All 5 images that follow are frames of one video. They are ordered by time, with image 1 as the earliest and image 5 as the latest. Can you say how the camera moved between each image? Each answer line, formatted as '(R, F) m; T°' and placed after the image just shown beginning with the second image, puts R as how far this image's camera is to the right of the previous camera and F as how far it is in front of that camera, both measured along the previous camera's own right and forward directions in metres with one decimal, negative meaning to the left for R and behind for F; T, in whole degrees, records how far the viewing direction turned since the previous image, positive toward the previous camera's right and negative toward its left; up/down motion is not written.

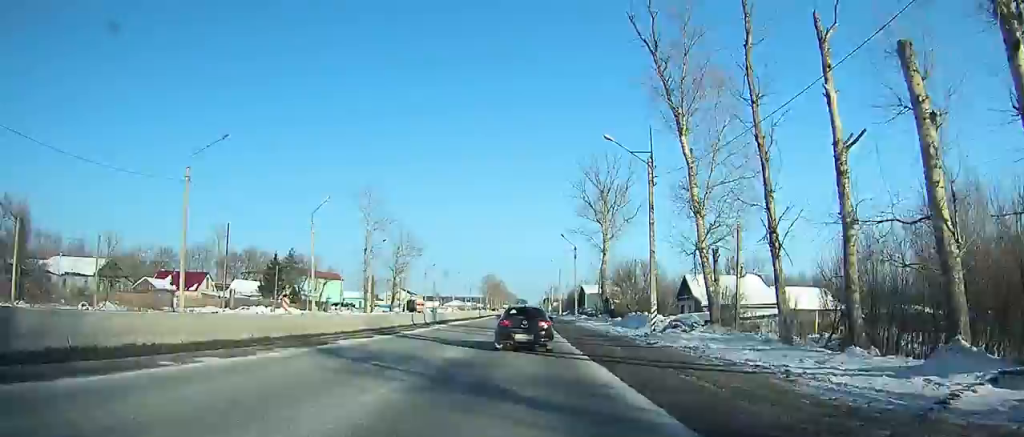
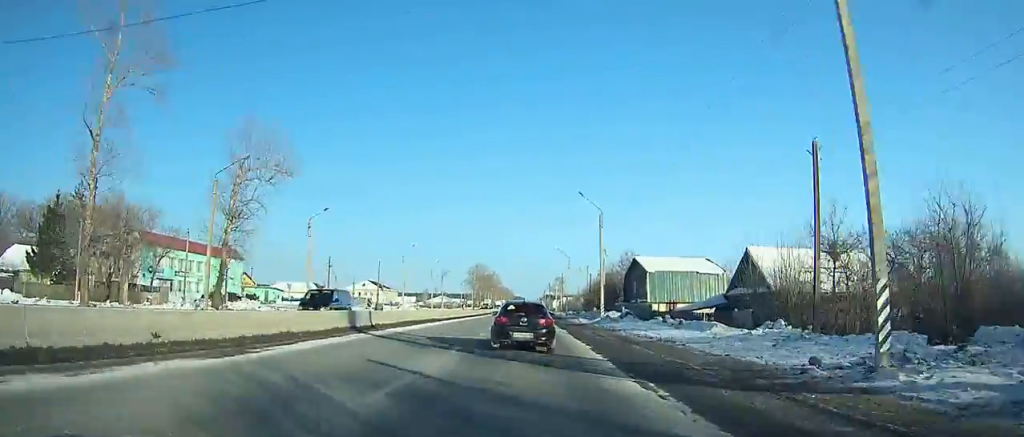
(+0.1, +62.3) m; 0°
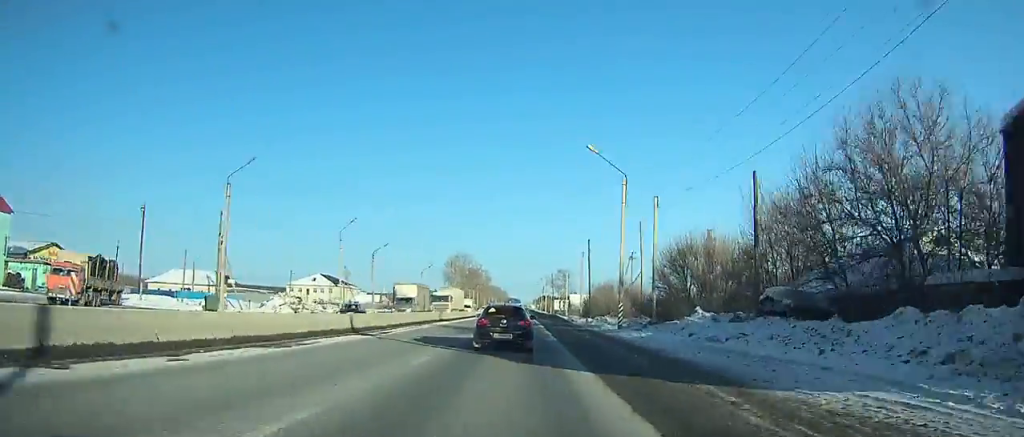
(-0.1, +57.4) m; 0°
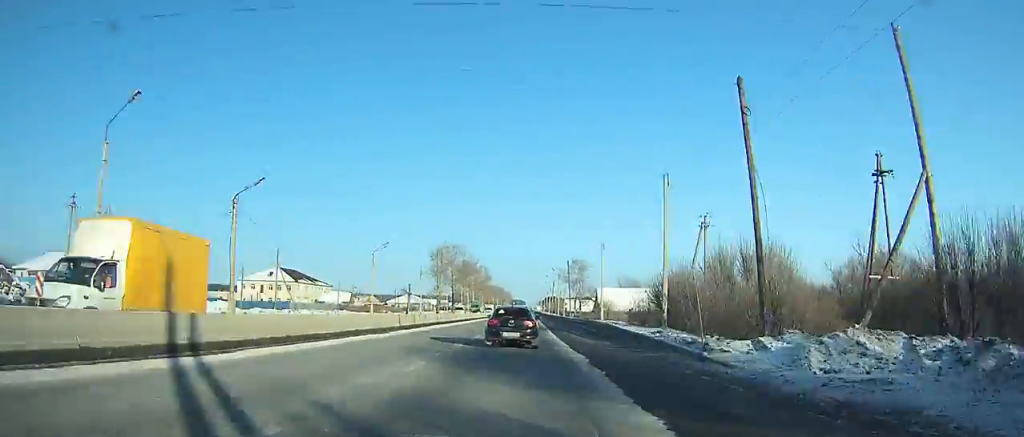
(-0.1, +40.0) m; -1°
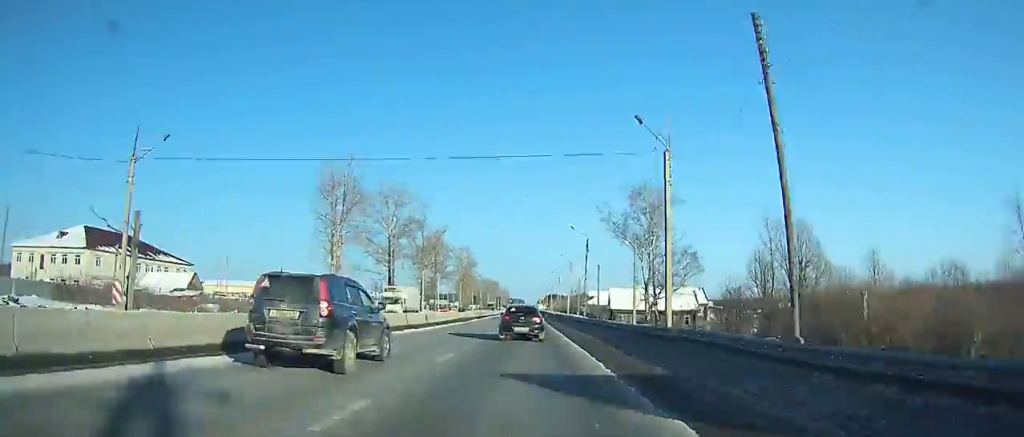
(+1.1, +85.6) m; +1°
